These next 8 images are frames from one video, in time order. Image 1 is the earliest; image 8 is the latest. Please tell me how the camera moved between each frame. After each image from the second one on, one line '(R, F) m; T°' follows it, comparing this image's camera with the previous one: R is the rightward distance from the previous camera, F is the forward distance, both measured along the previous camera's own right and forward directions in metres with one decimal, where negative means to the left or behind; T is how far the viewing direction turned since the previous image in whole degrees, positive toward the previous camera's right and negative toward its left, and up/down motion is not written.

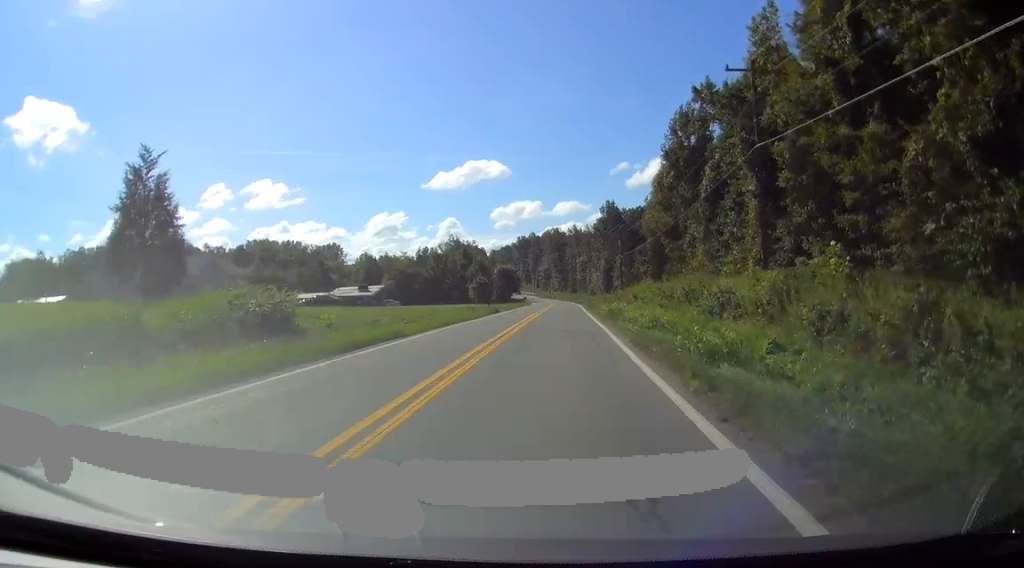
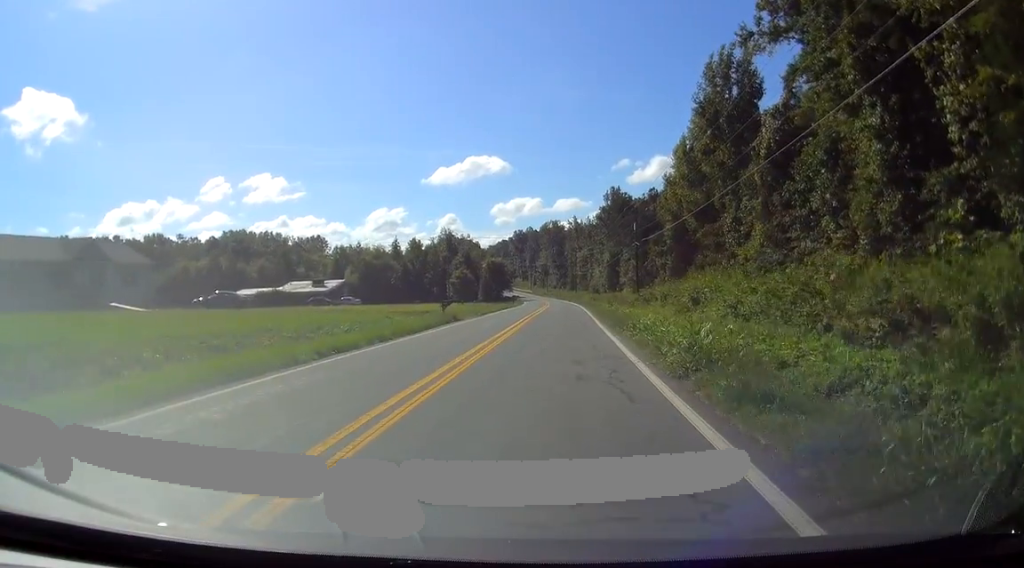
(-0.2, +21.5) m; -1°
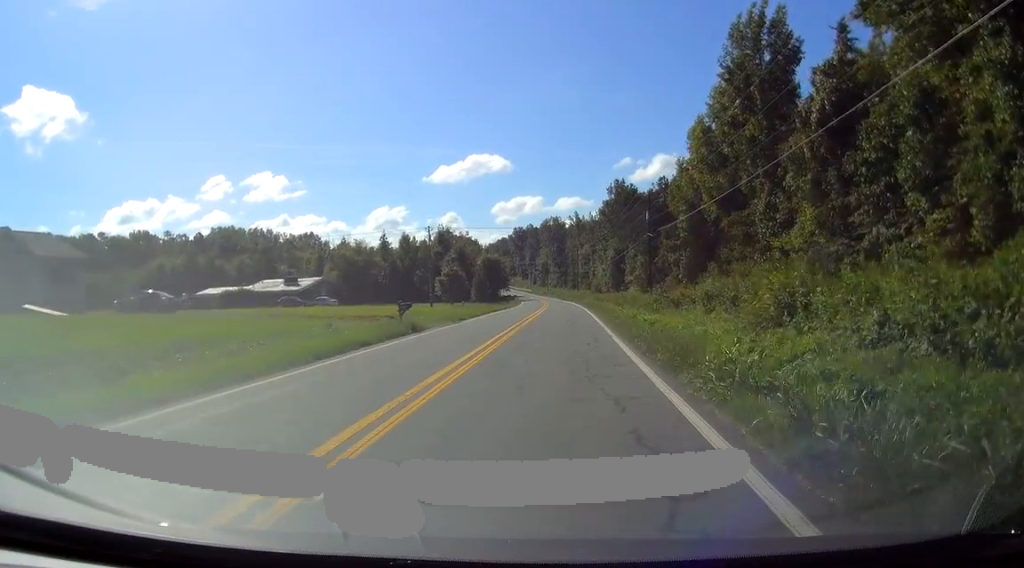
(-0.2, +10.3) m; 0°
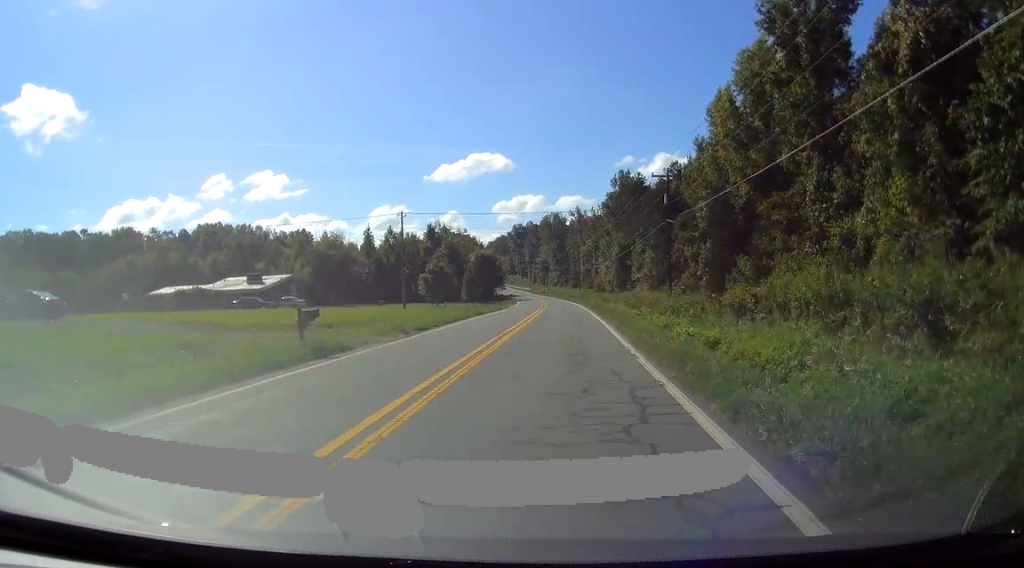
(+0.2, +11.0) m; +1°
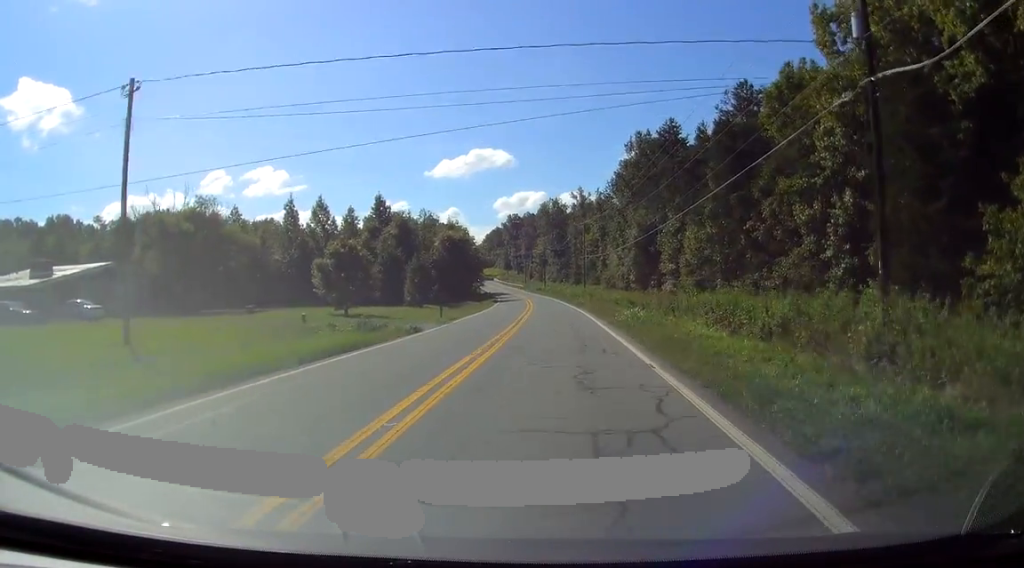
(+0.3, +34.6) m; -1°
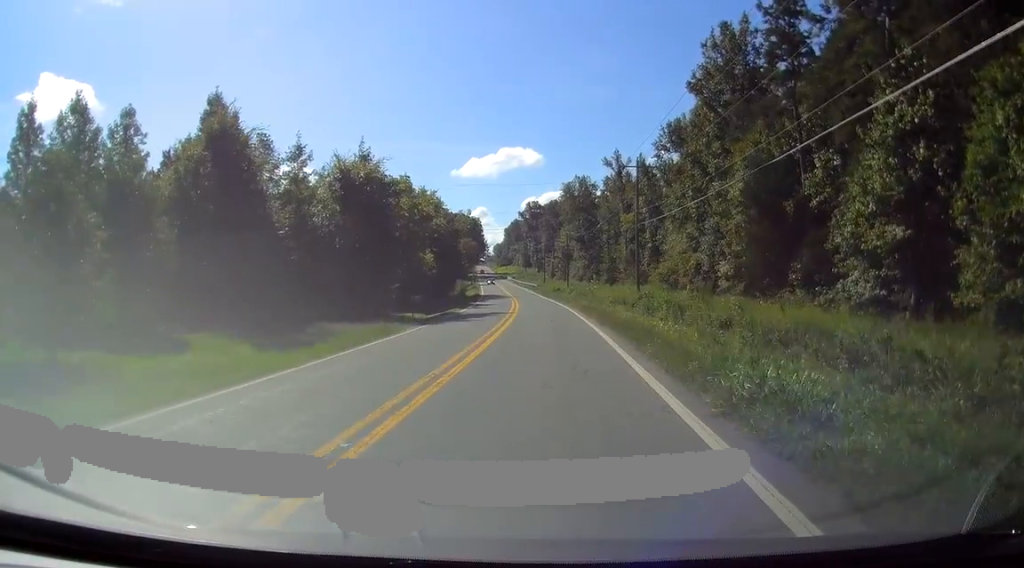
(-0.5, +49.2) m; -1°
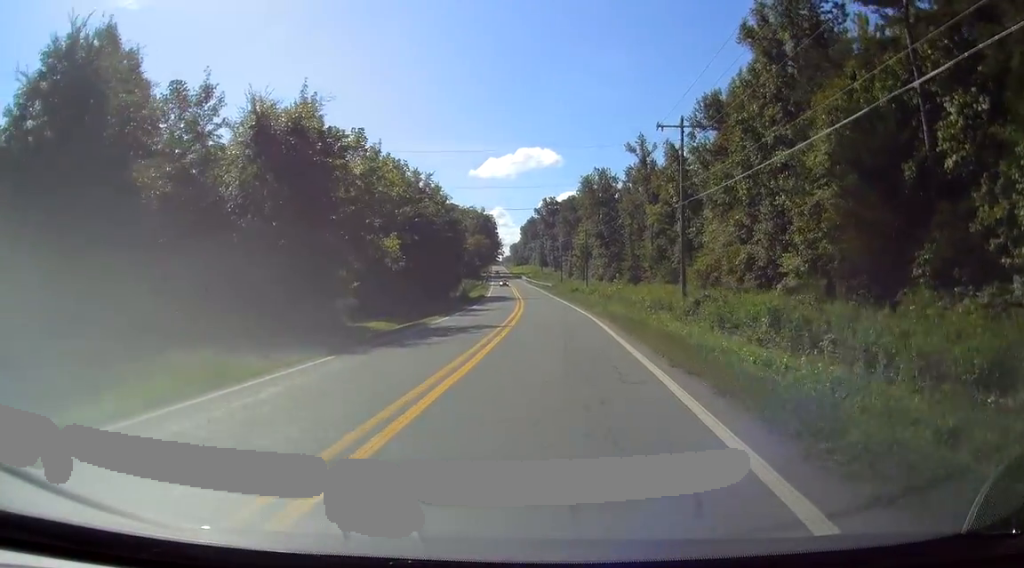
(0.0, +13.7) m; -1°
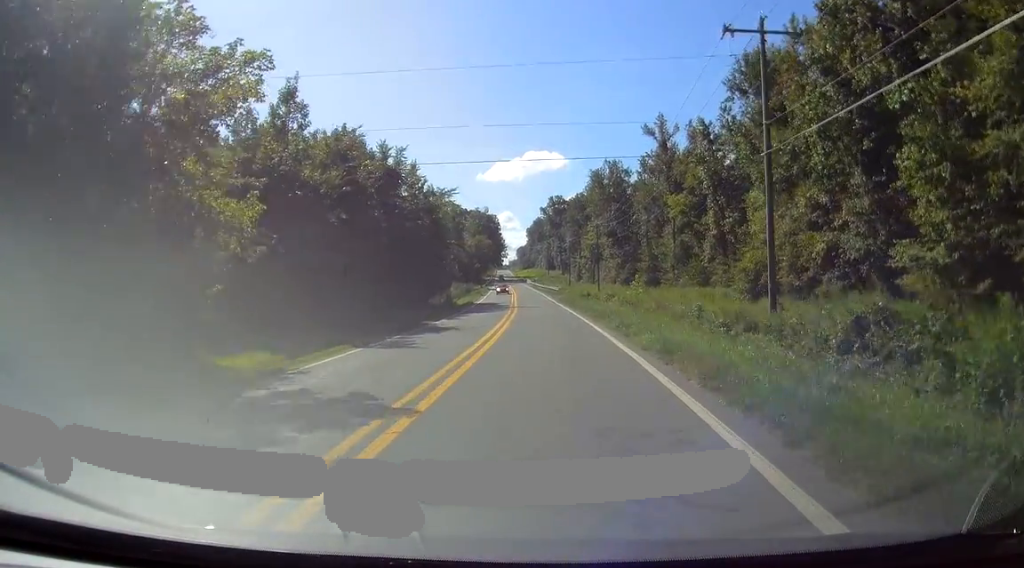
(-0.2, +16.1) m; -2°
